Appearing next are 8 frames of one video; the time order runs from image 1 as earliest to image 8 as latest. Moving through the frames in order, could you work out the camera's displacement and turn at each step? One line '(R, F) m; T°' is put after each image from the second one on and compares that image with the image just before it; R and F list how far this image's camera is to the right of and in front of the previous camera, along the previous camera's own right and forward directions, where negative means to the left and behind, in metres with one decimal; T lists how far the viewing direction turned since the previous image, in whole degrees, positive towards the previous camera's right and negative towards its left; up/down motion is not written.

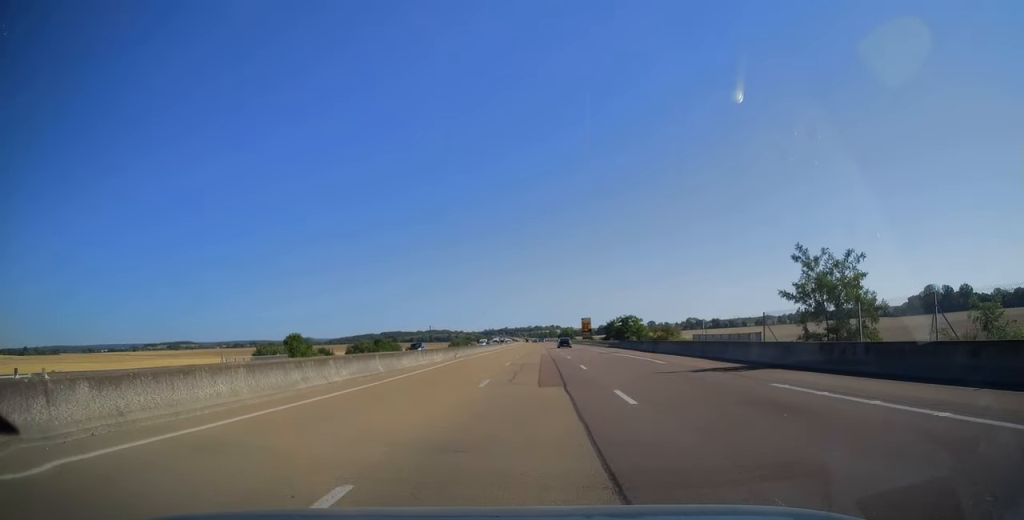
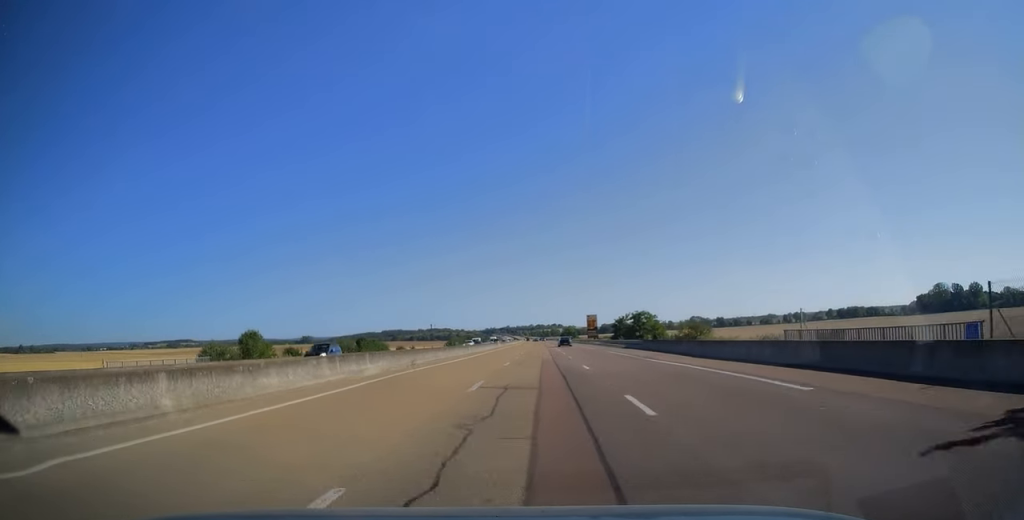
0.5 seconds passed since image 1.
(0.0, +14.9) m; 0°
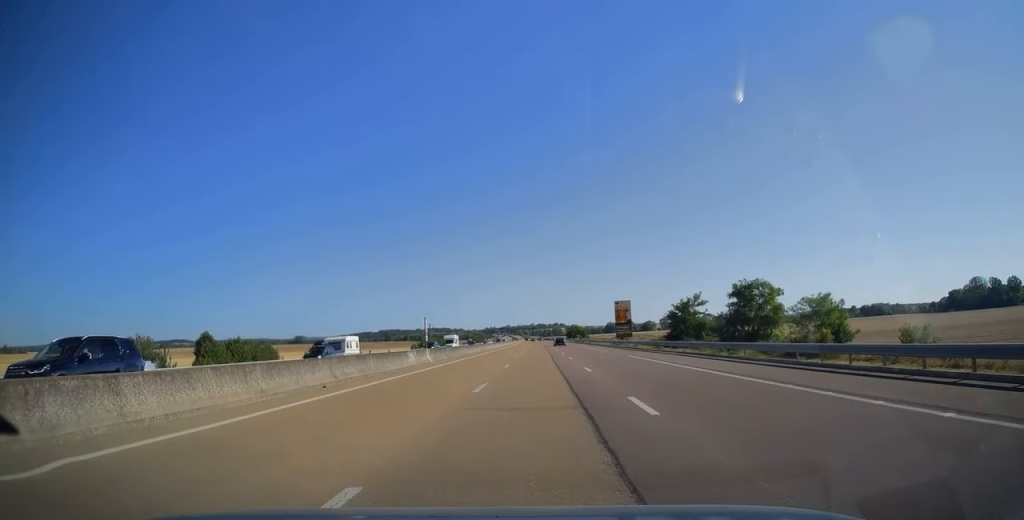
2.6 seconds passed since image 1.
(-0.1, +64.3) m; 0°
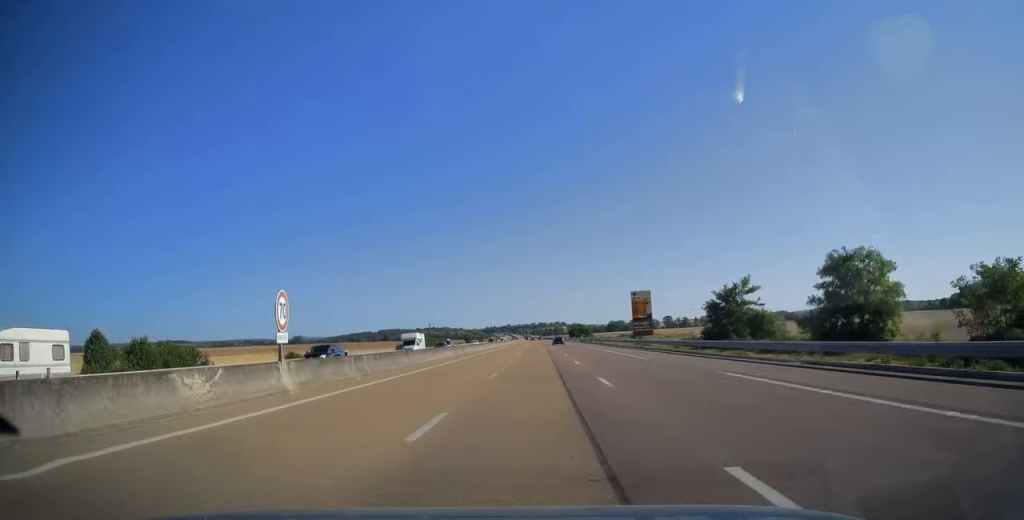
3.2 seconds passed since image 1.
(-0.1, +20.1) m; 0°
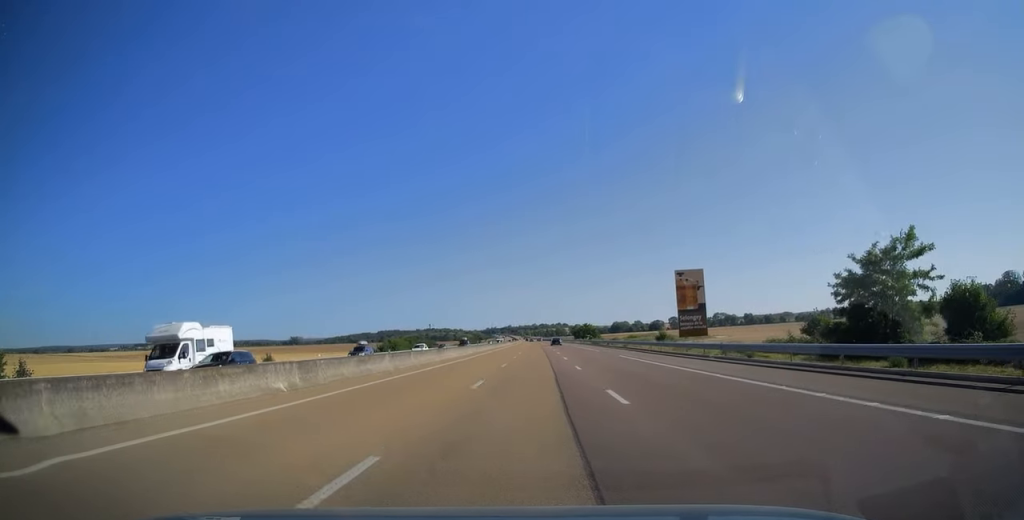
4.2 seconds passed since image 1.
(0.0, +29.9) m; 0°
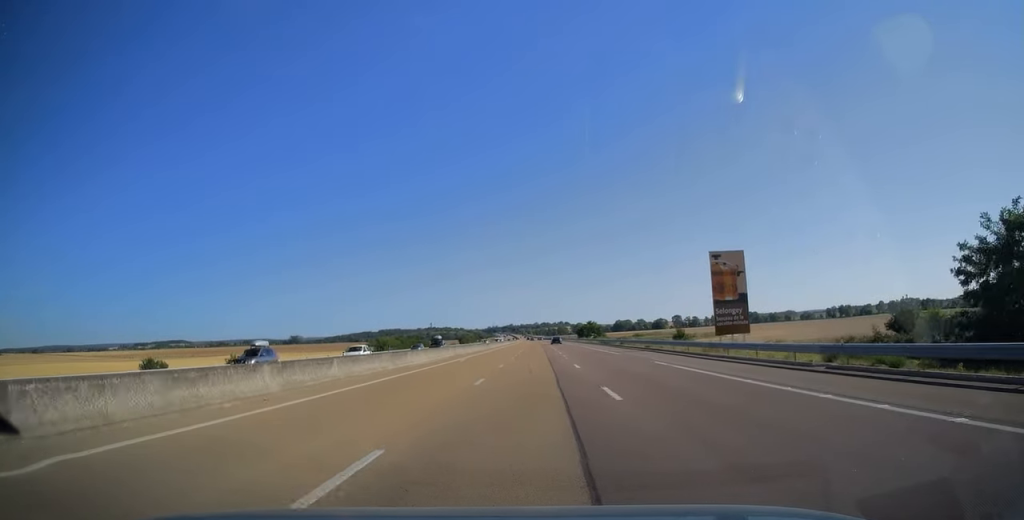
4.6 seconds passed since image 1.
(+0.1, +12.4) m; 0°
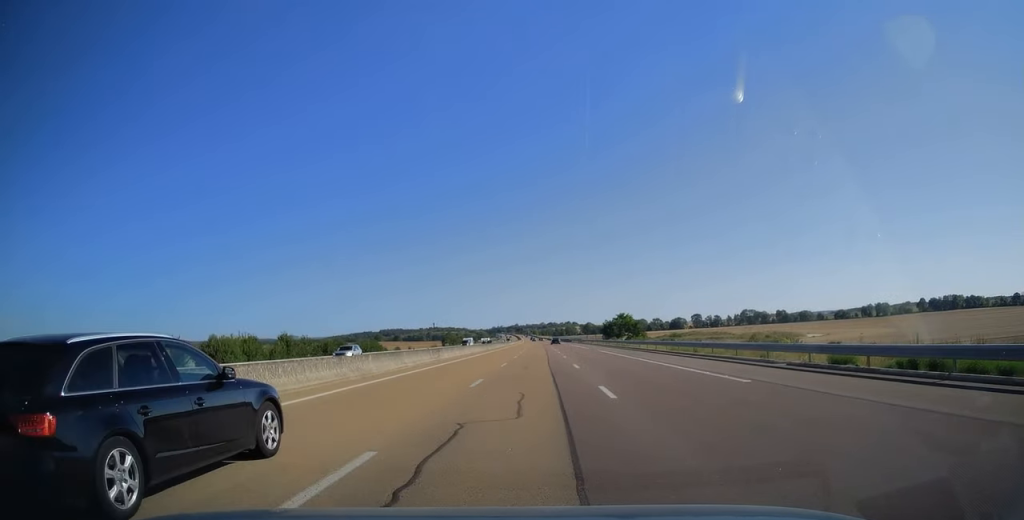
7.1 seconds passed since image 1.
(-0.5, +77.3) m; -1°
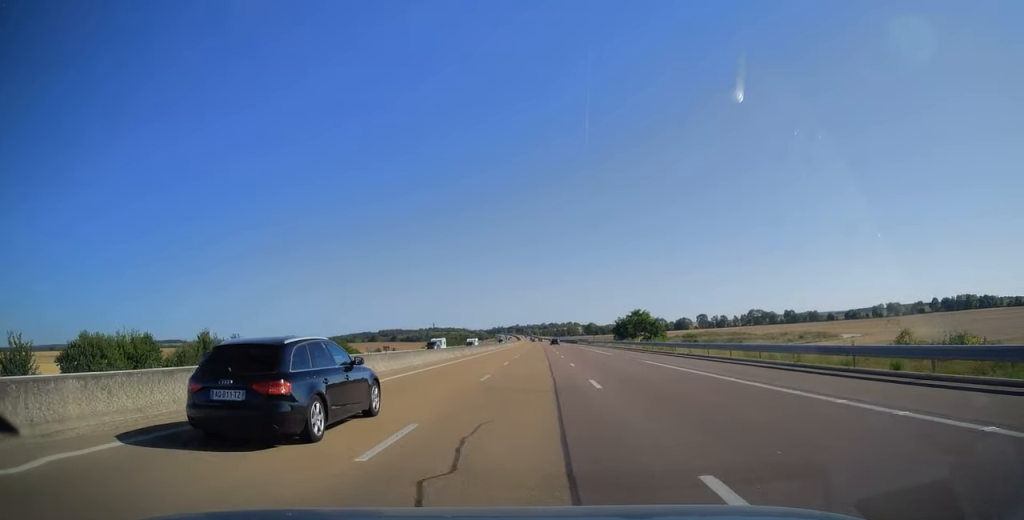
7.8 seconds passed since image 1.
(-0.2, +23.2) m; 0°
